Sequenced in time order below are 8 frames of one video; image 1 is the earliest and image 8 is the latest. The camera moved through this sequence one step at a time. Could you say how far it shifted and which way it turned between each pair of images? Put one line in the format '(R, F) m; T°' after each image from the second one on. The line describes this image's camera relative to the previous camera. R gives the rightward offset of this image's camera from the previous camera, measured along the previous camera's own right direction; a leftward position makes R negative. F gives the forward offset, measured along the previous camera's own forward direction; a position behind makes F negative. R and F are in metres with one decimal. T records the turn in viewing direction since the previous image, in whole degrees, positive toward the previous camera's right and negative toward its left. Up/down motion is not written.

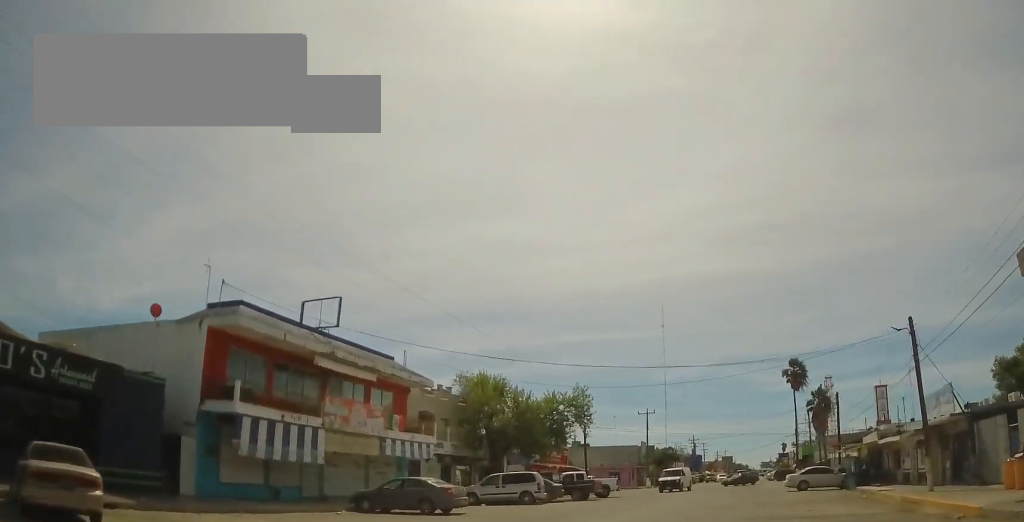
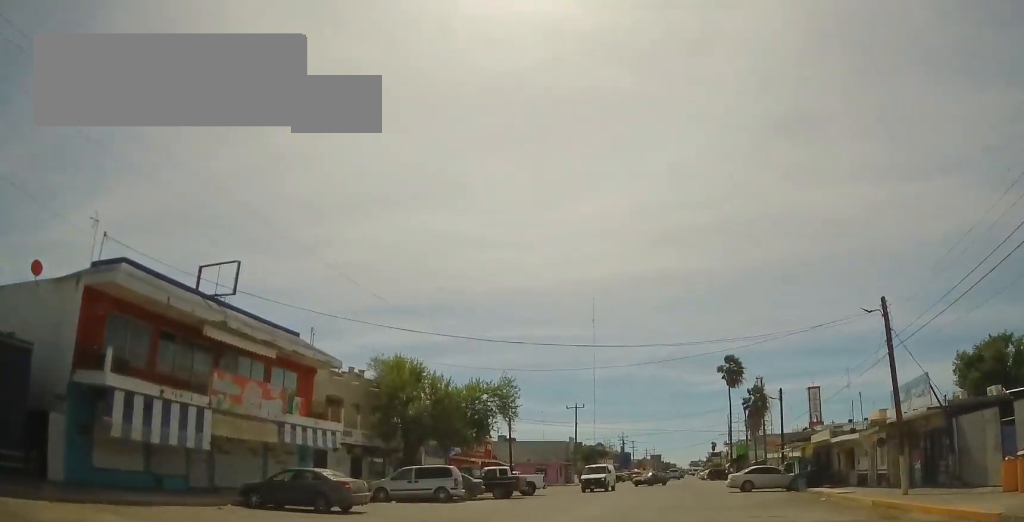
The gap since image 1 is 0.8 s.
(+0.1, +2.8) m; +8°
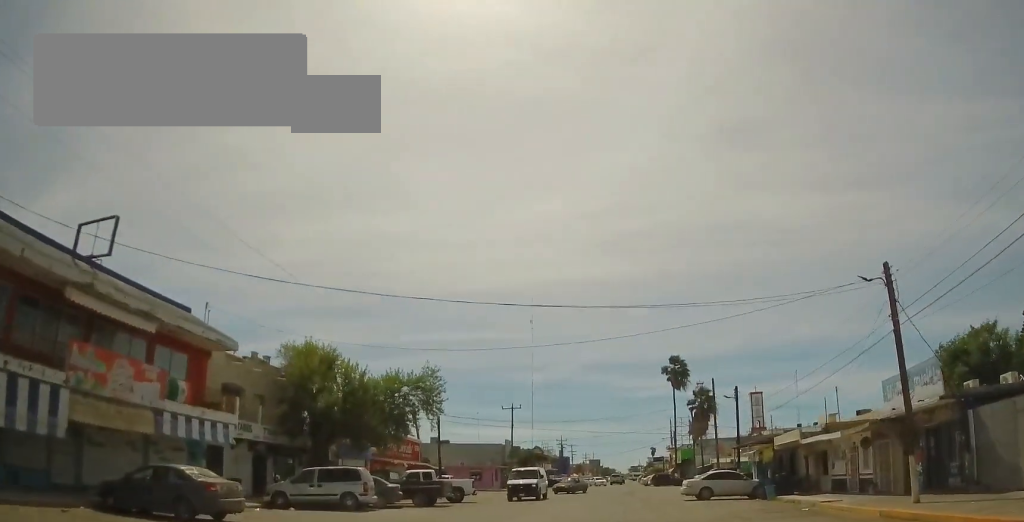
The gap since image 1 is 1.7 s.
(+0.5, +4.0) m; +10°
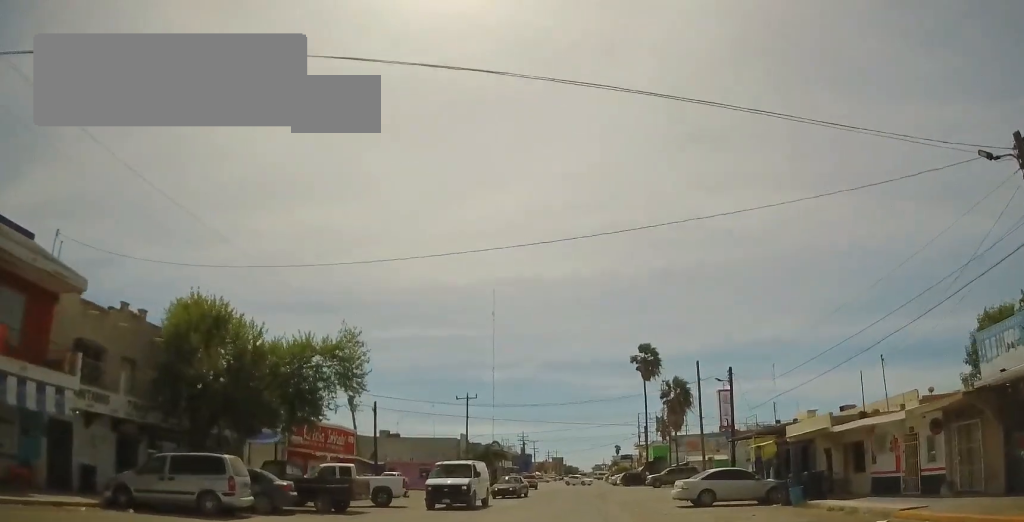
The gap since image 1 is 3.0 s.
(+0.6, +7.3) m; +8°
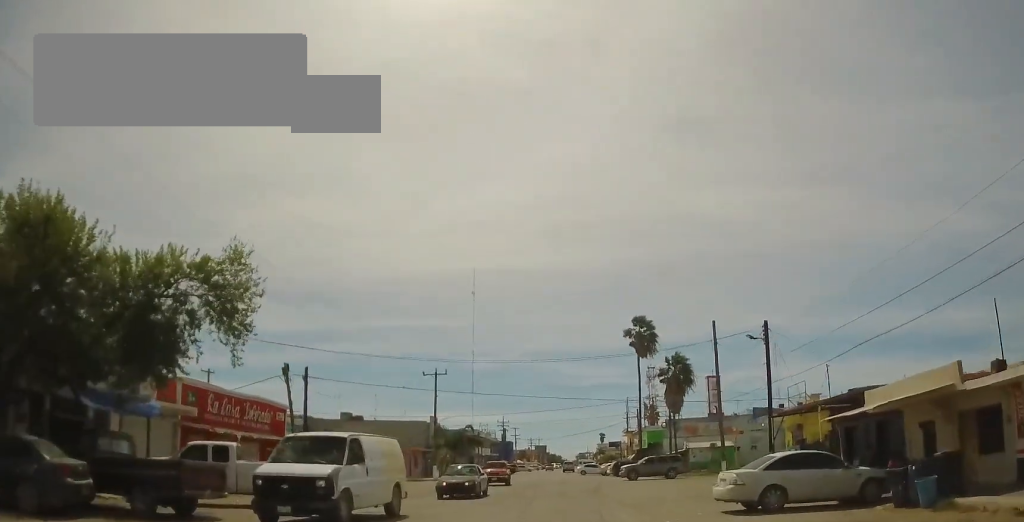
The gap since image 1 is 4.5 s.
(+0.3, +9.2) m; +1°
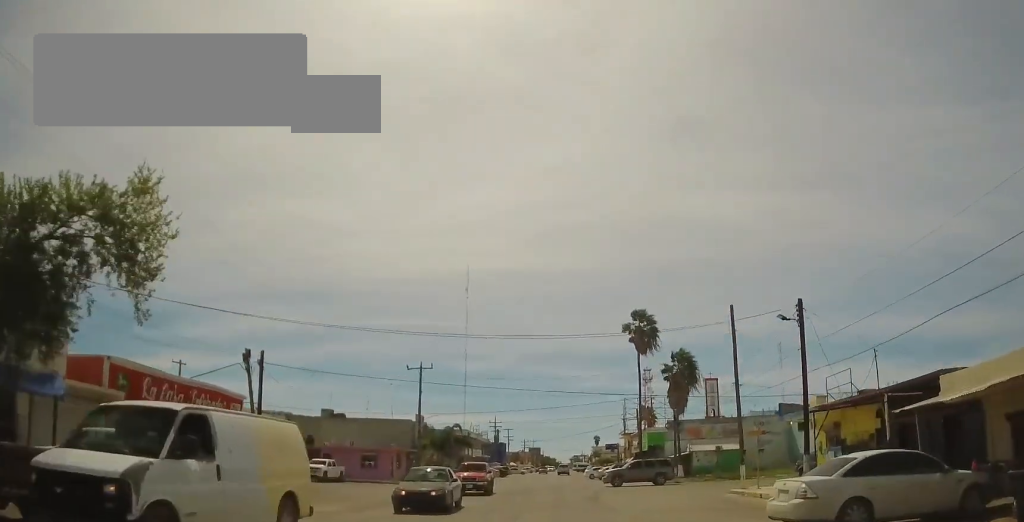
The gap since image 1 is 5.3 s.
(0.0, +4.8) m; -3°
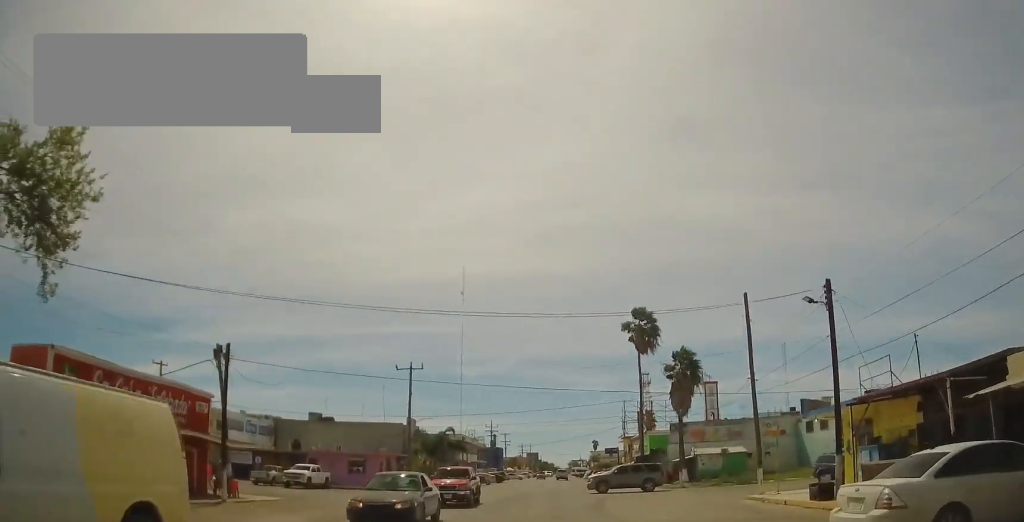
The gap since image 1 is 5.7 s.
(-0.1, +3.1) m; -1°
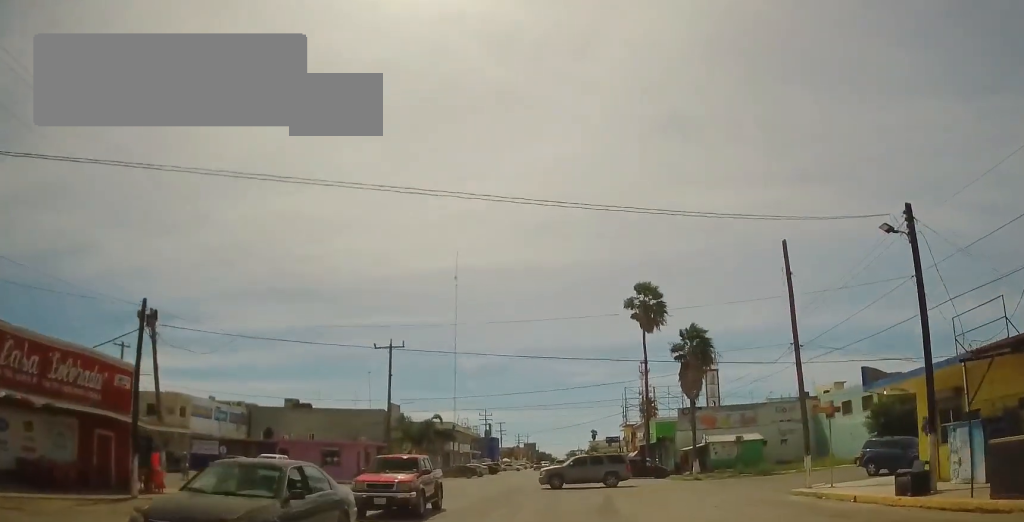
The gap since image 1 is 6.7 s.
(-0.2, +6.2) m; +1°
